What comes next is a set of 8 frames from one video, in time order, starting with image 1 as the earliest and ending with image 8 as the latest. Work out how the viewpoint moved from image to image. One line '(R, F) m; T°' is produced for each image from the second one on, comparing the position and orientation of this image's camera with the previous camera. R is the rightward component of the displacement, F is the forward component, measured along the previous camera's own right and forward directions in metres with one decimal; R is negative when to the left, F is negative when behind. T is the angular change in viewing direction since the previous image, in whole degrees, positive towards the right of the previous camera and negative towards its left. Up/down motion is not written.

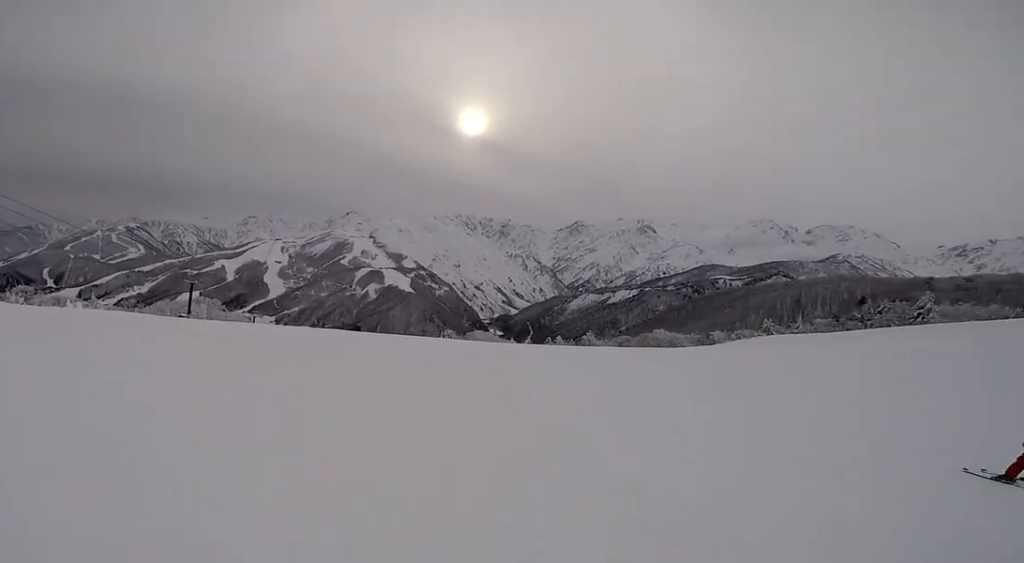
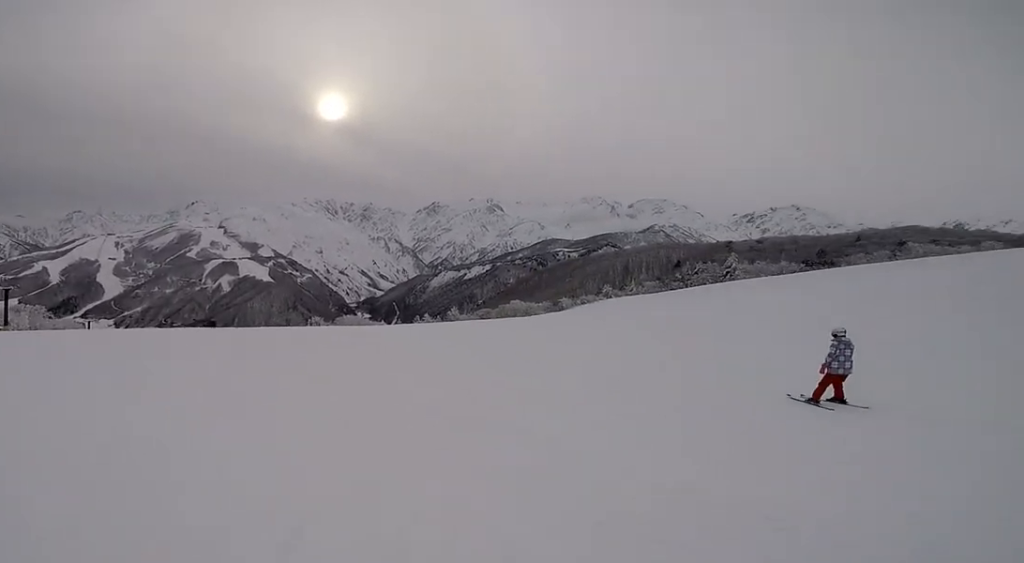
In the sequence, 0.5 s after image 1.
(+0.2, +2.0) m; +10°
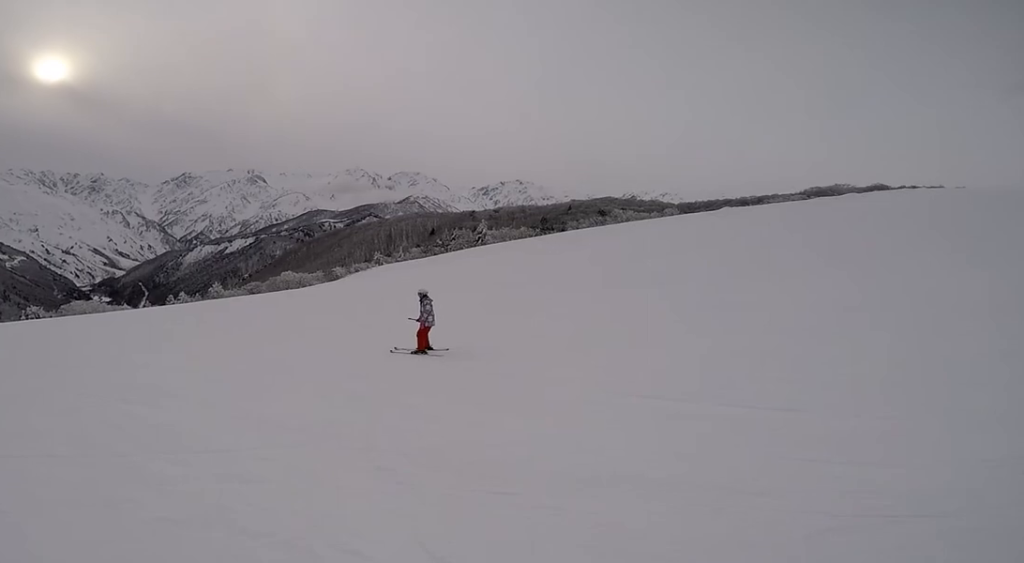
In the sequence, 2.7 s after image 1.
(+2.7, +6.1) m; +45°
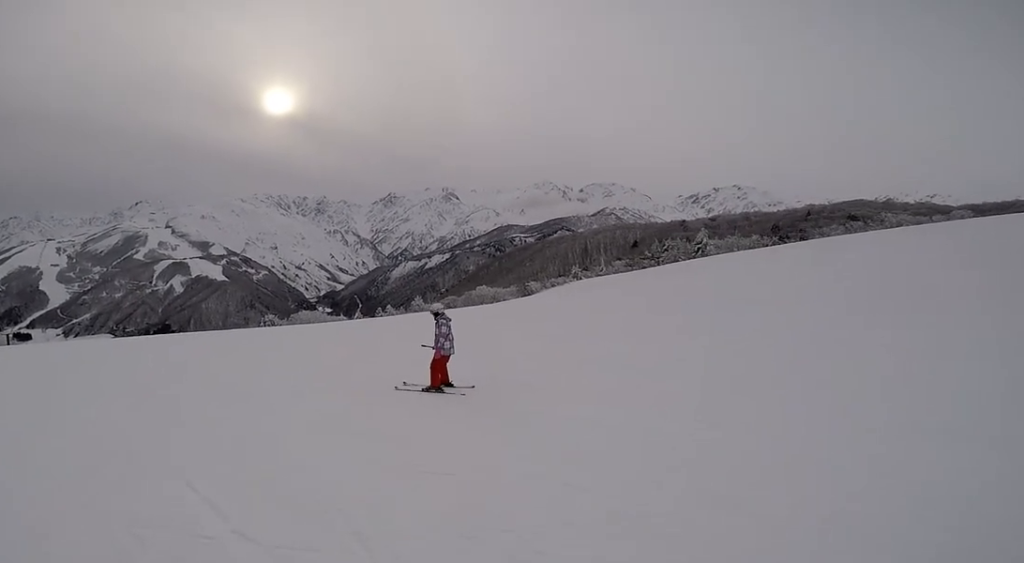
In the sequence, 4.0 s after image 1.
(+0.3, +4.8) m; -15°
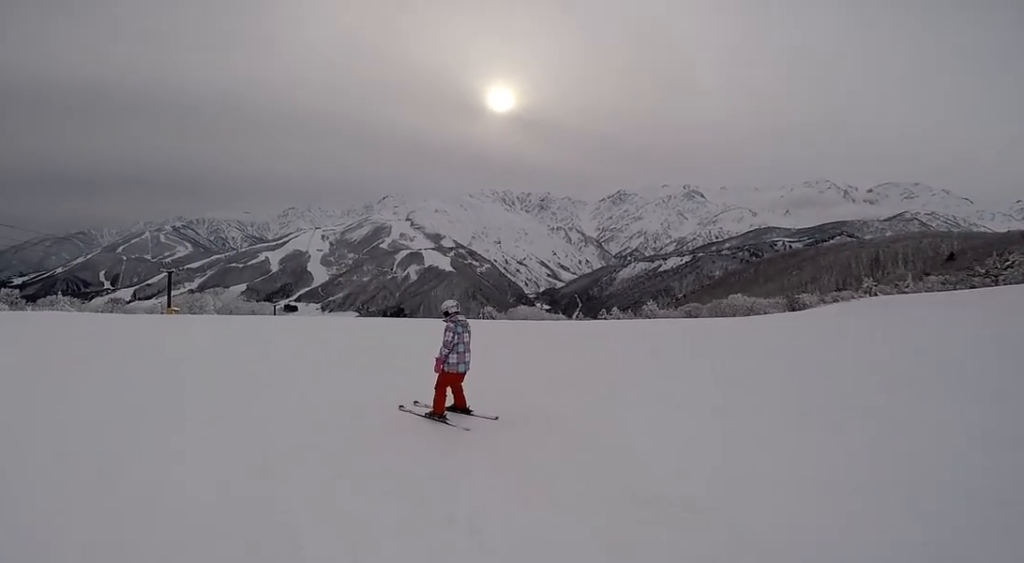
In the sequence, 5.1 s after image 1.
(-1.4, +3.9) m; -29°
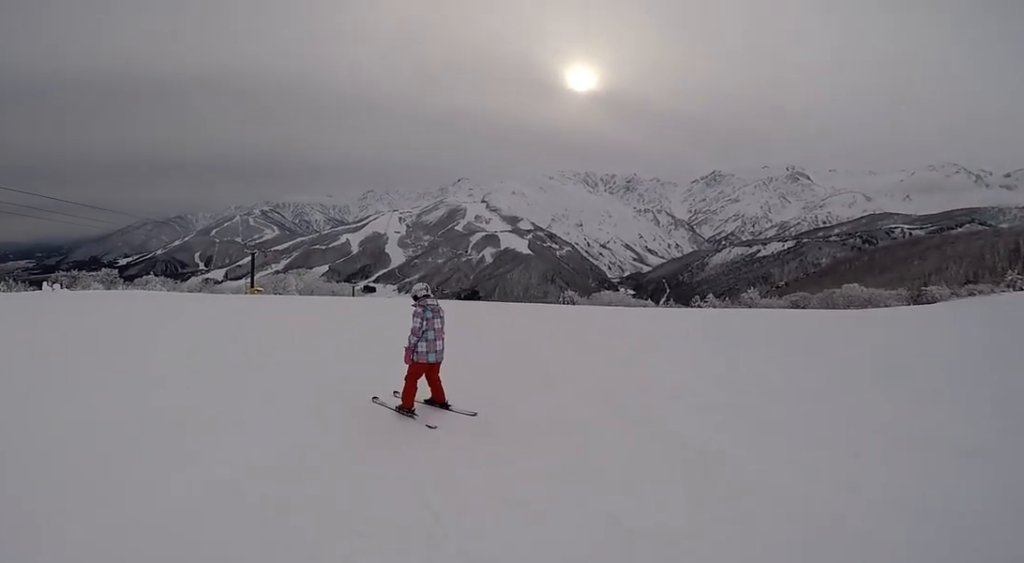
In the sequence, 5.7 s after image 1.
(-0.2, +2.3) m; -12°
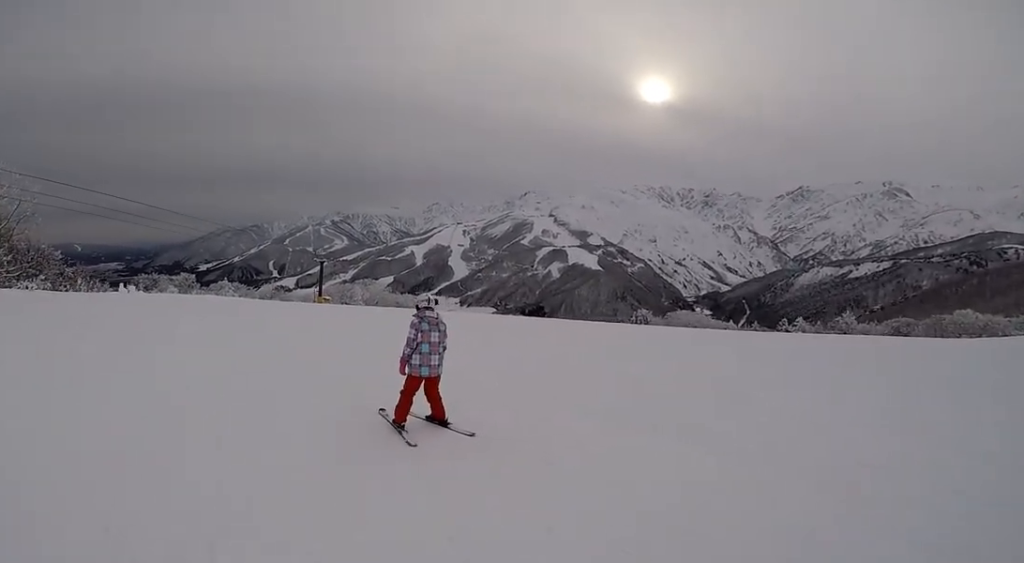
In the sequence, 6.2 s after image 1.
(+0.3, +2.0) m; -10°
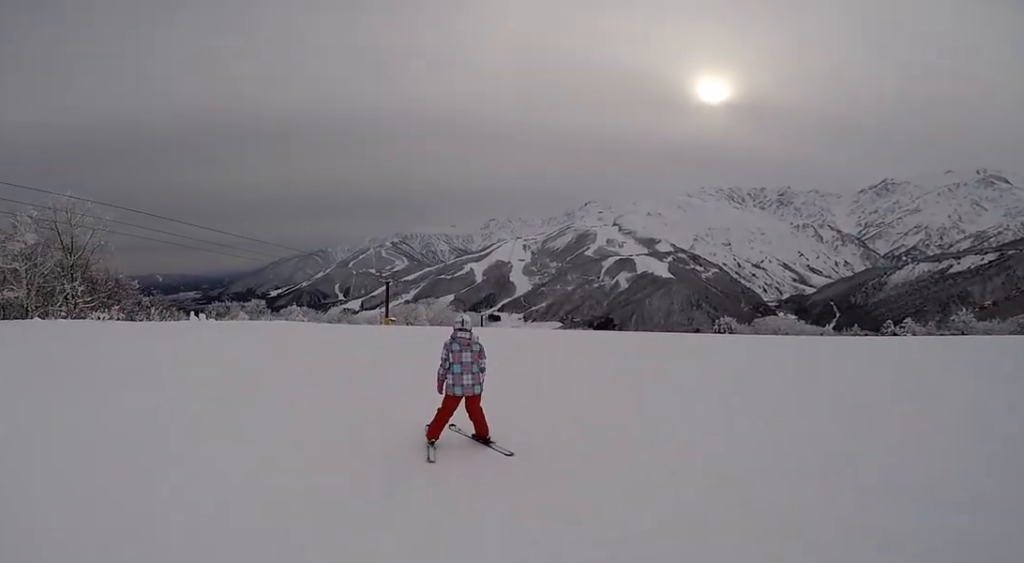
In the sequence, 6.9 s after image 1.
(-0.8, +2.9) m; -14°
